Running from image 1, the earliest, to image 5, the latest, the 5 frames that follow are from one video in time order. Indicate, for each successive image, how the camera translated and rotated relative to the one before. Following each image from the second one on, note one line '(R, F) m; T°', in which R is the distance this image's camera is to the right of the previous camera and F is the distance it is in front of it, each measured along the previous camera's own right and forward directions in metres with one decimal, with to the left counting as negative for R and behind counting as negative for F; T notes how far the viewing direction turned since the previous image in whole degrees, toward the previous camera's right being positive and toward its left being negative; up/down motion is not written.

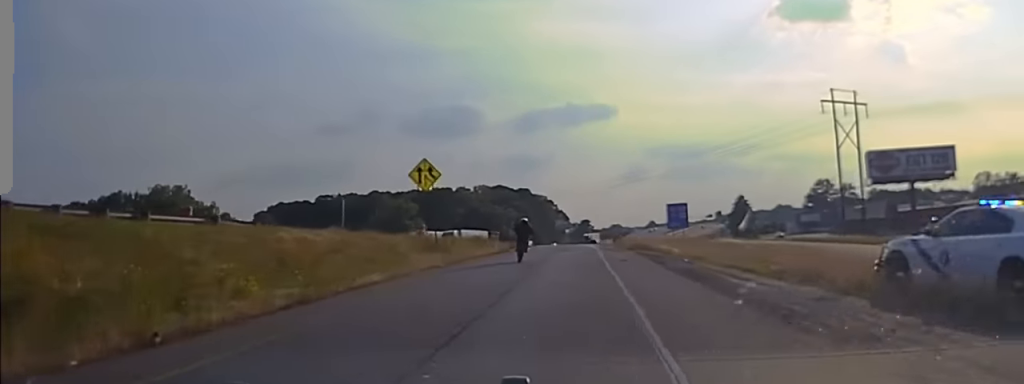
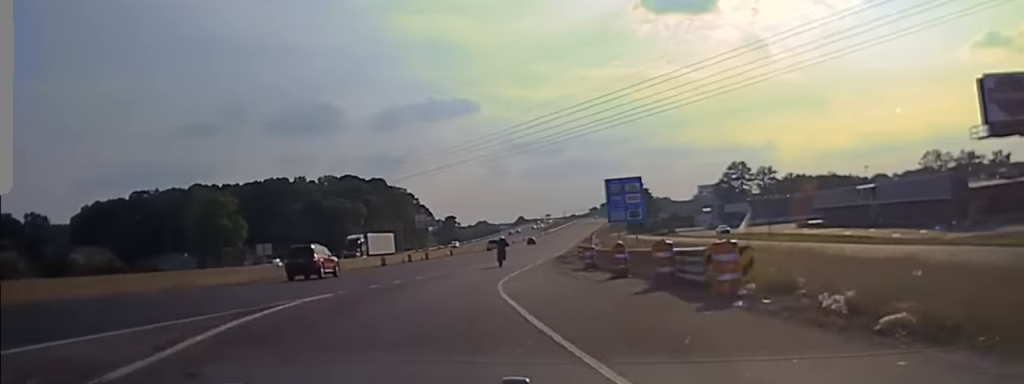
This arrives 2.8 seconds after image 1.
(+2.4, +63.1) m; +5°
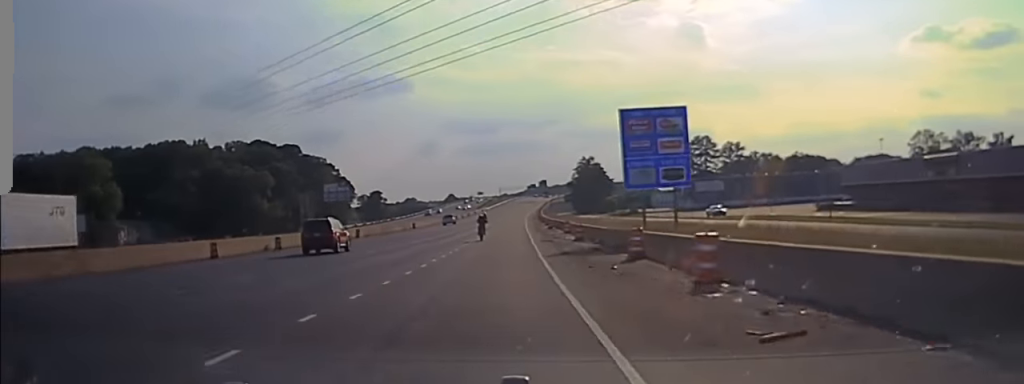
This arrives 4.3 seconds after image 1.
(+2.8, +37.2) m; +10°
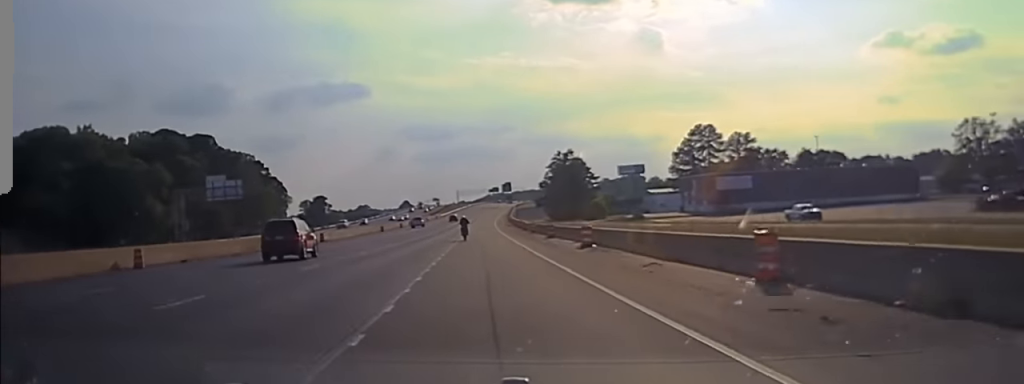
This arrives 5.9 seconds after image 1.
(+1.9, +46.6) m; +3°
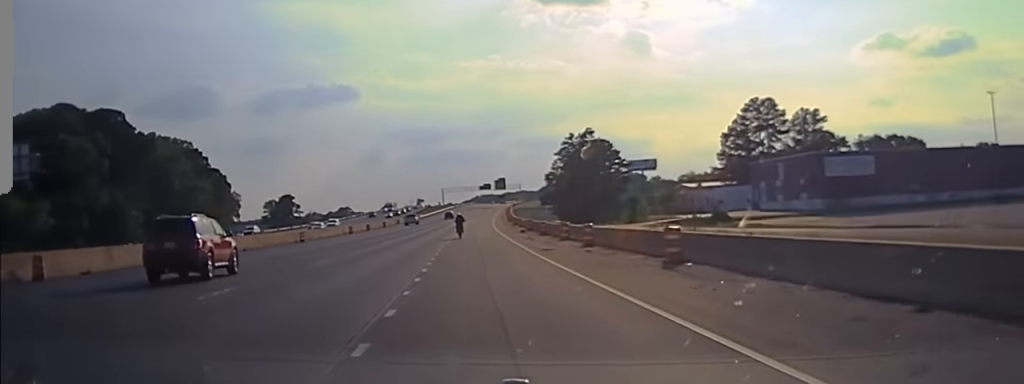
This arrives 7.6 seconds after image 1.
(0.0, +52.9) m; 0°
